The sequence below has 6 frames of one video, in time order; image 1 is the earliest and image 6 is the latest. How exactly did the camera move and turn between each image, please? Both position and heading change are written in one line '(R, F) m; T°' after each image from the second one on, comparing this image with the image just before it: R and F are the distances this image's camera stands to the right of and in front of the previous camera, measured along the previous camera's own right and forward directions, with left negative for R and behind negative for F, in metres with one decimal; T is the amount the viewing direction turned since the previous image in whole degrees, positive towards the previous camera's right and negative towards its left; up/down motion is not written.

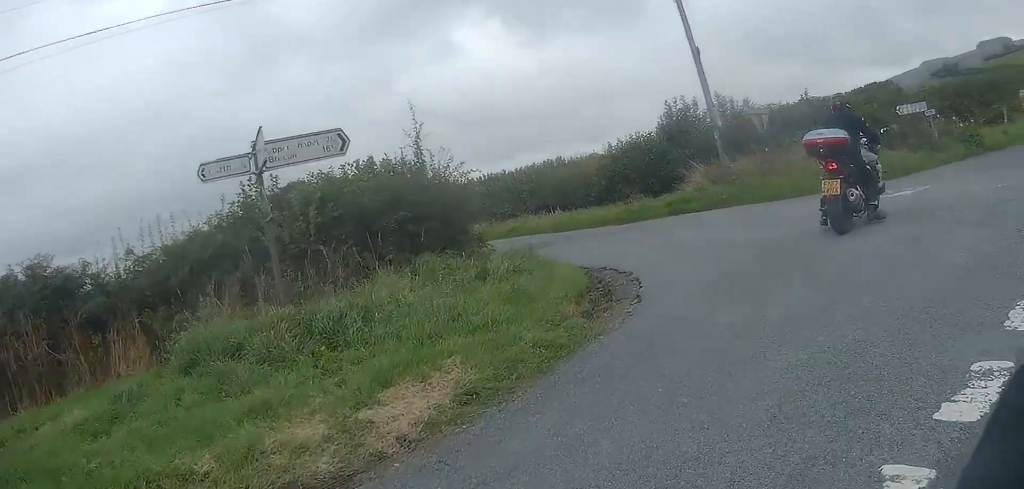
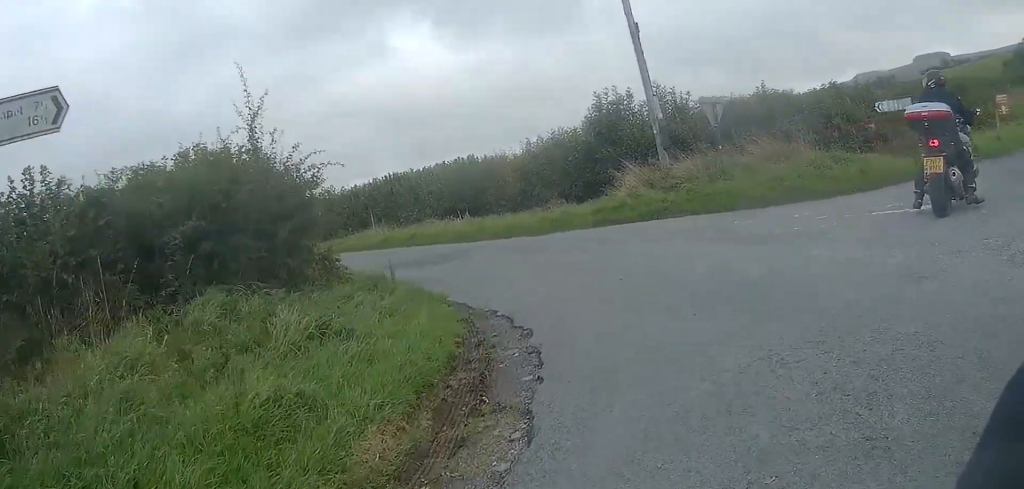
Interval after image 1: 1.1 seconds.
(+0.2, +3.7) m; +5°
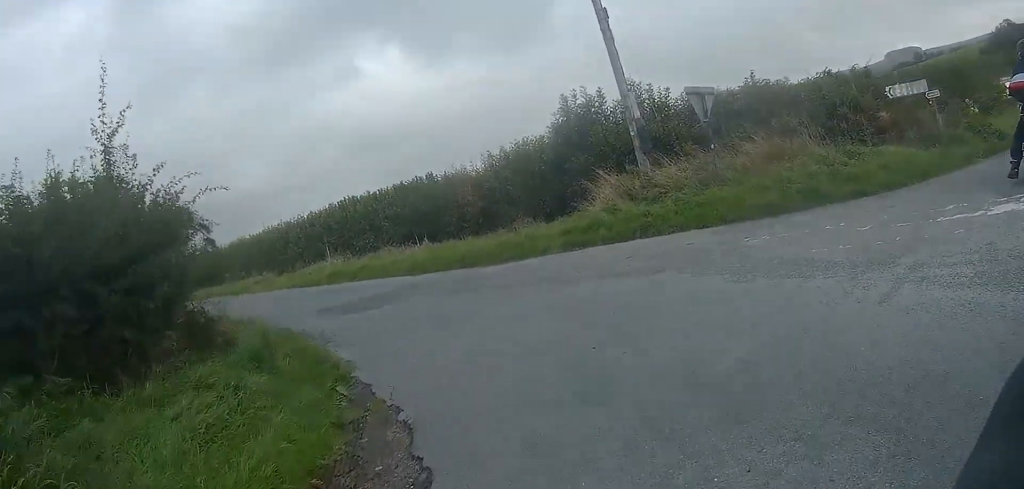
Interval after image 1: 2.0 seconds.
(+0.1, +2.6) m; +7°
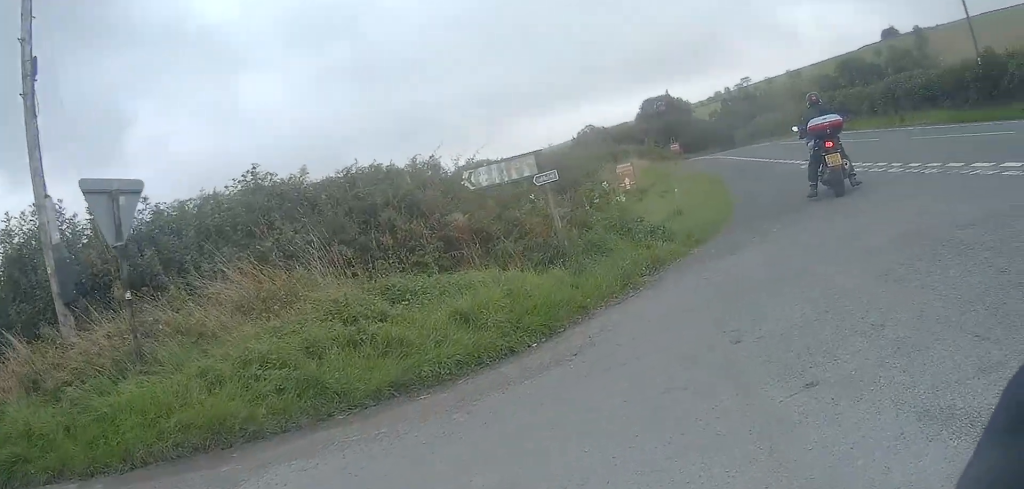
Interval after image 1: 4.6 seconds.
(+1.8, +5.9) m; +41°
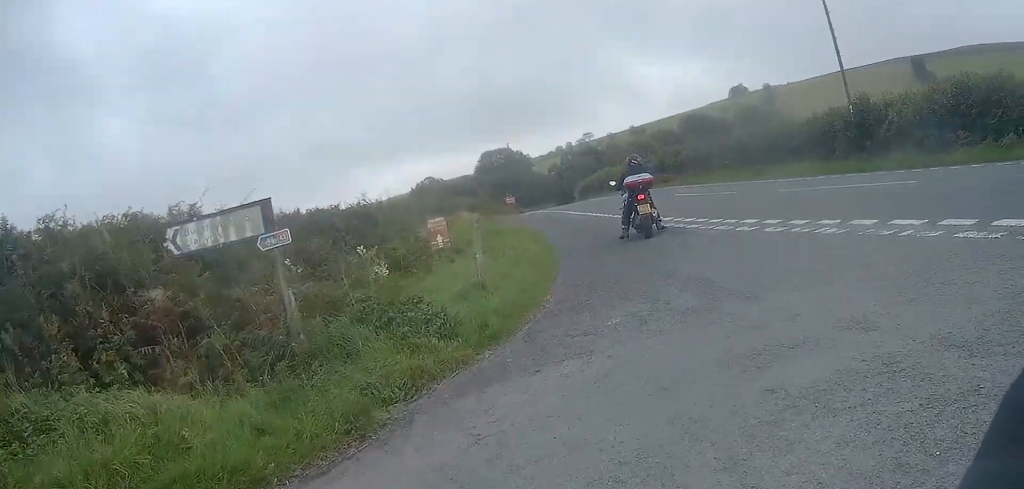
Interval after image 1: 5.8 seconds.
(+0.6, +3.1) m; +13°
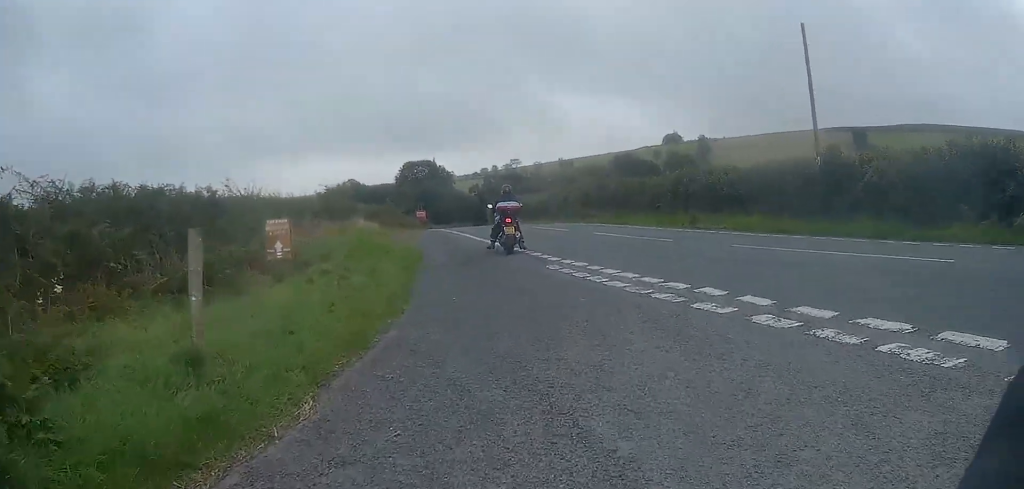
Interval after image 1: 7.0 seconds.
(0.0, +4.5) m; -3°
